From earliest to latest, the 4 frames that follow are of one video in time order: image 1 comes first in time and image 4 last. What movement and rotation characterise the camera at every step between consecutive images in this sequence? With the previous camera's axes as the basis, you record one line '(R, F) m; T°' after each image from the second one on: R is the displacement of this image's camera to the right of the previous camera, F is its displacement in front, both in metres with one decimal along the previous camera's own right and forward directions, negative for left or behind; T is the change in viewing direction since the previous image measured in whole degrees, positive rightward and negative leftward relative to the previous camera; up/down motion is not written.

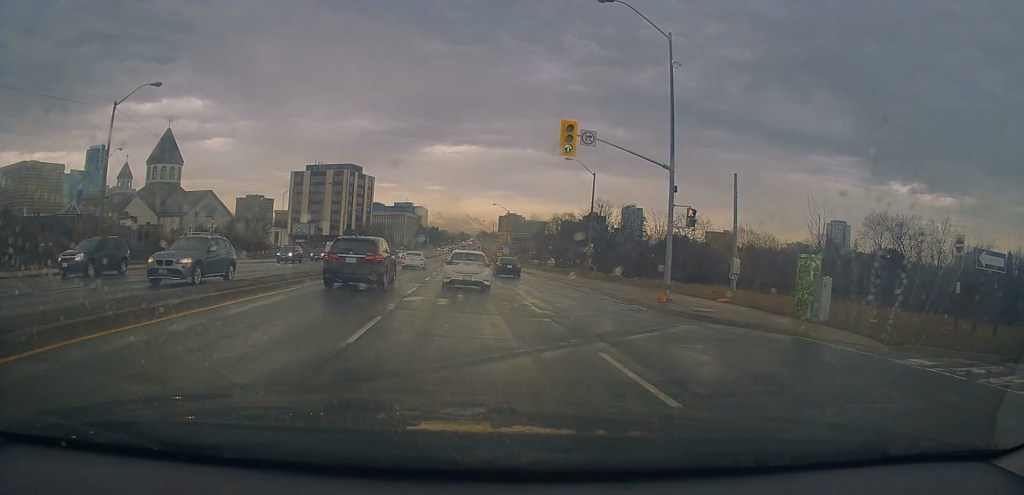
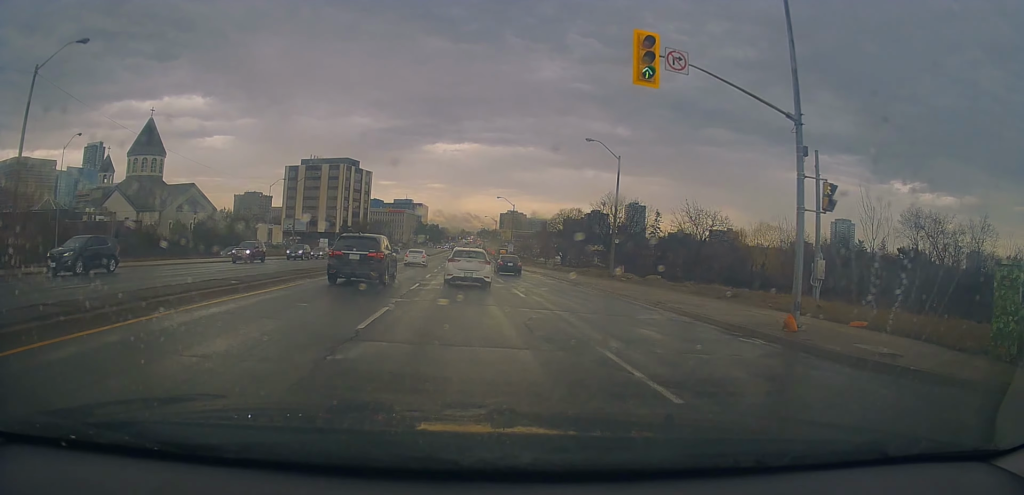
(-0.4, +8.4) m; 0°
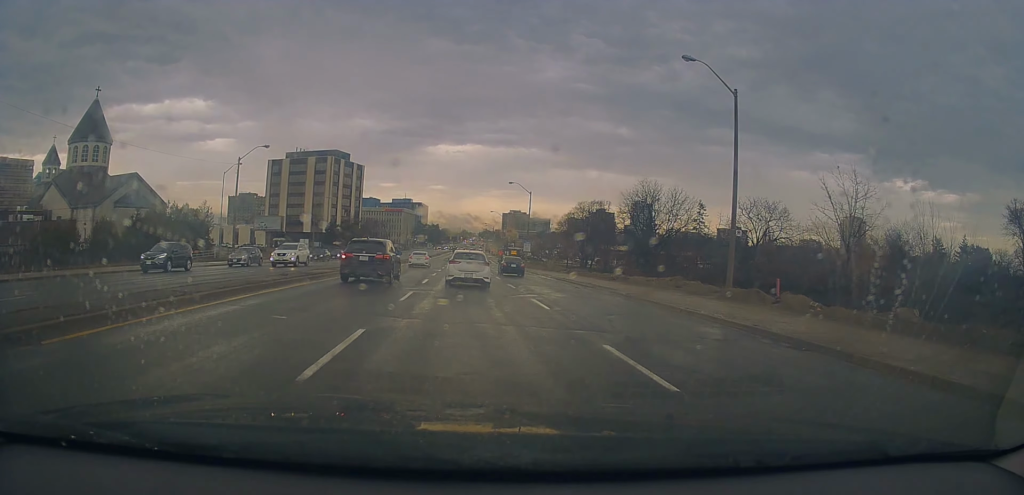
(0.0, +21.8) m; -2°
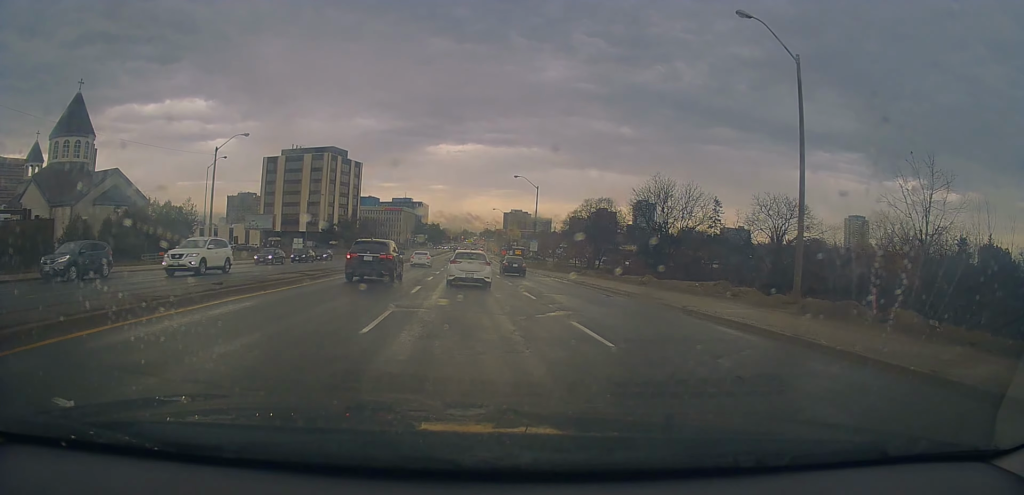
(0.0, +6.1) m; +1°
